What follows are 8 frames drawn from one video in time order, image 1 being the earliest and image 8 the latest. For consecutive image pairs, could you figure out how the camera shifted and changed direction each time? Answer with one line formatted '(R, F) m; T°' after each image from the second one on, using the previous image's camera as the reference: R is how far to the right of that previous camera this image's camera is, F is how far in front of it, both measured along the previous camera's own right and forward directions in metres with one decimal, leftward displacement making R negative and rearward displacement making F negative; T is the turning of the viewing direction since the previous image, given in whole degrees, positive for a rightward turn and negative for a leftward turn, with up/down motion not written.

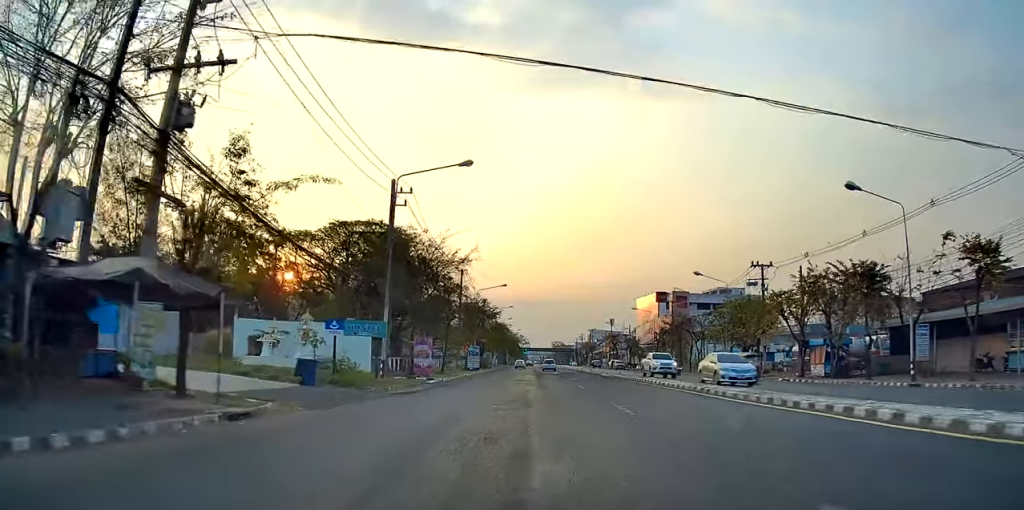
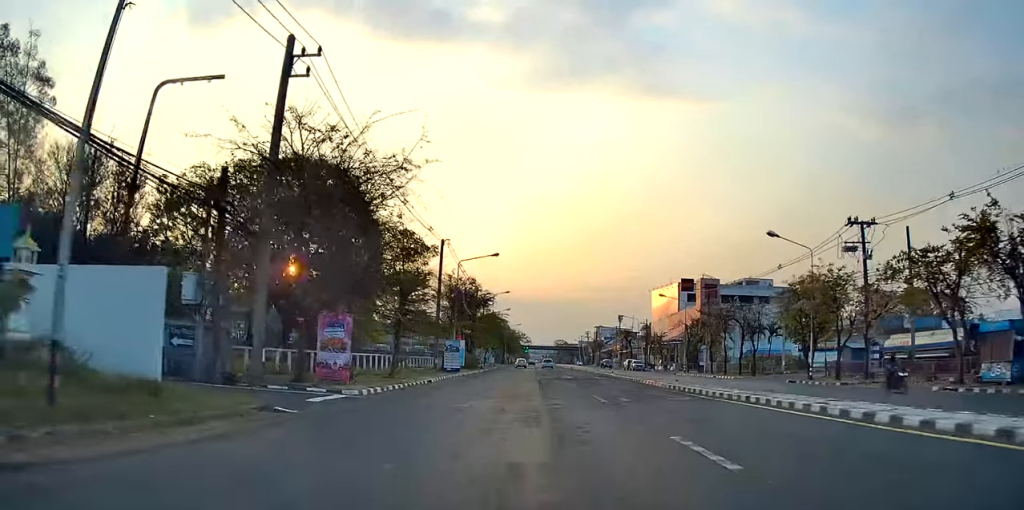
(-0.6, +19.5) m; -3°
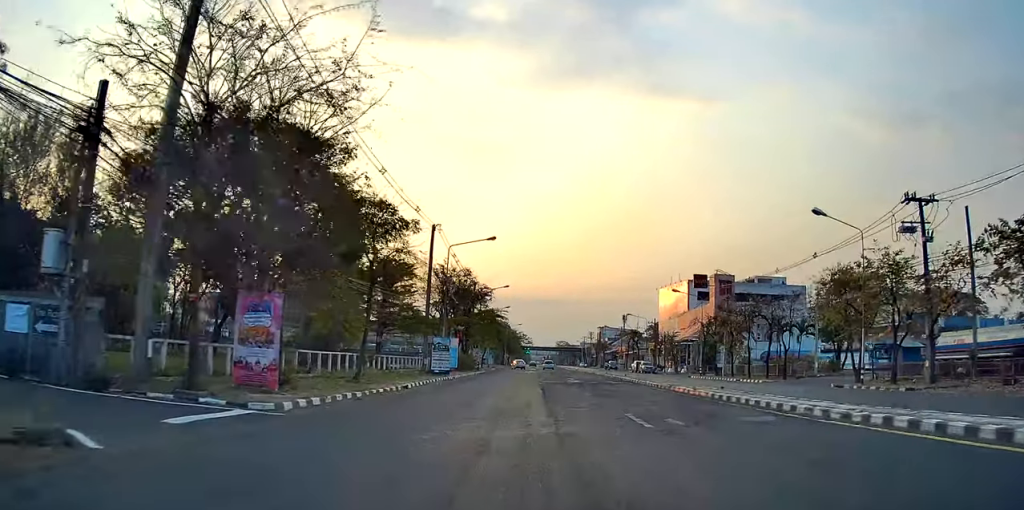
(-0.1, +7.2) m; 0°
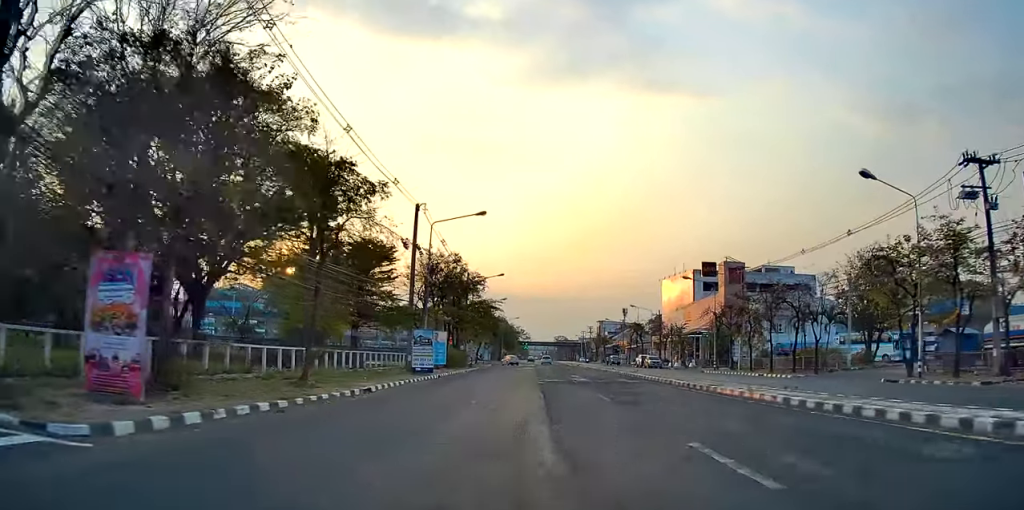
(0.0, +6.4) m; +1°
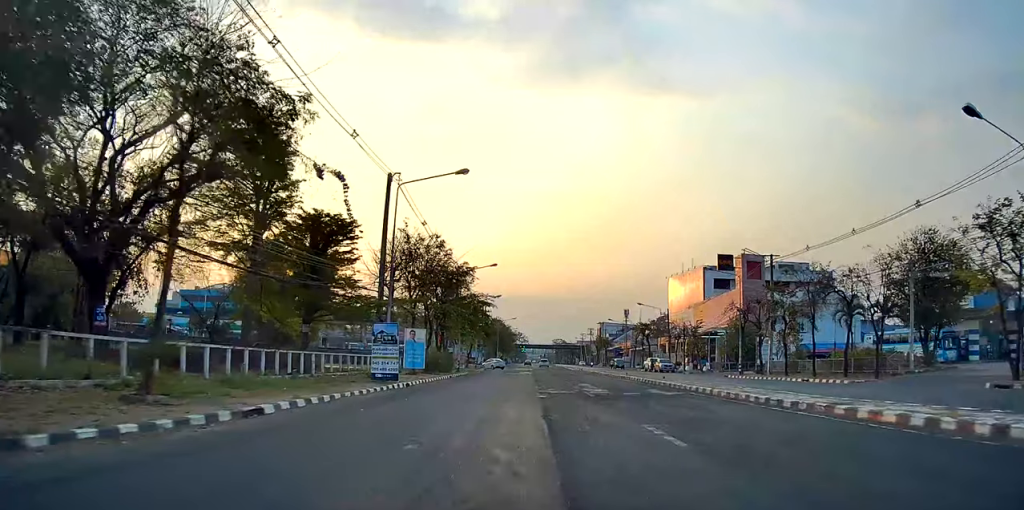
(+0.1, +9.1) m; +1°
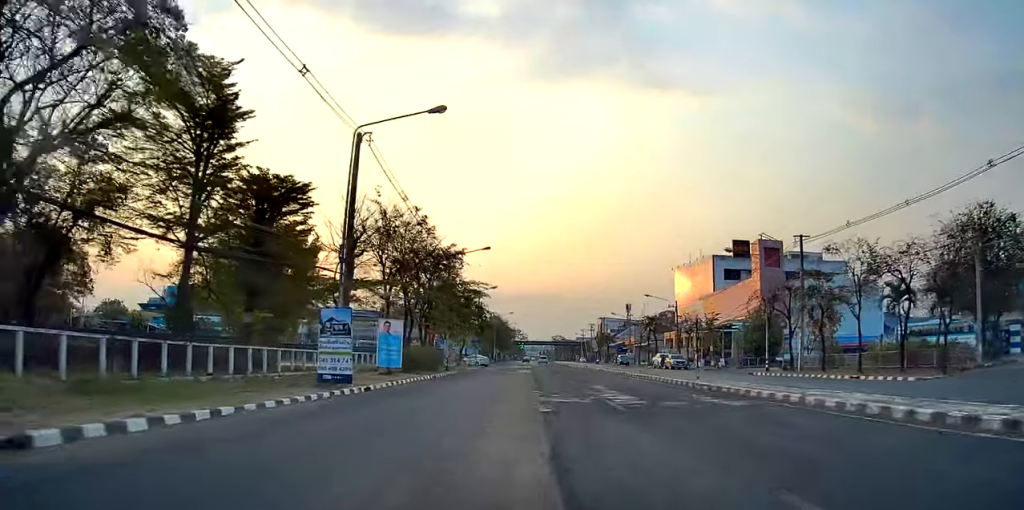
(+0.1, +6.9) m; 0°
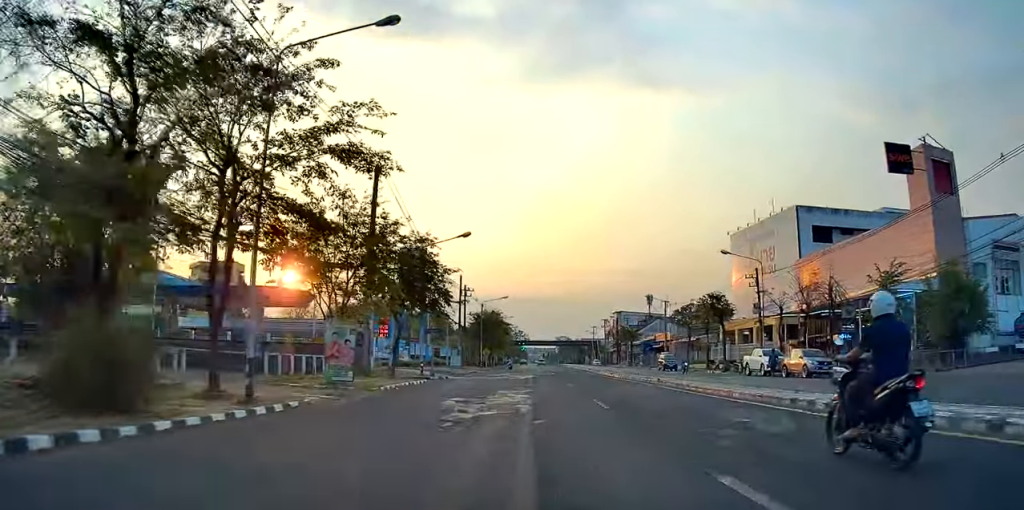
(-0.6, +34.9) m; -2°
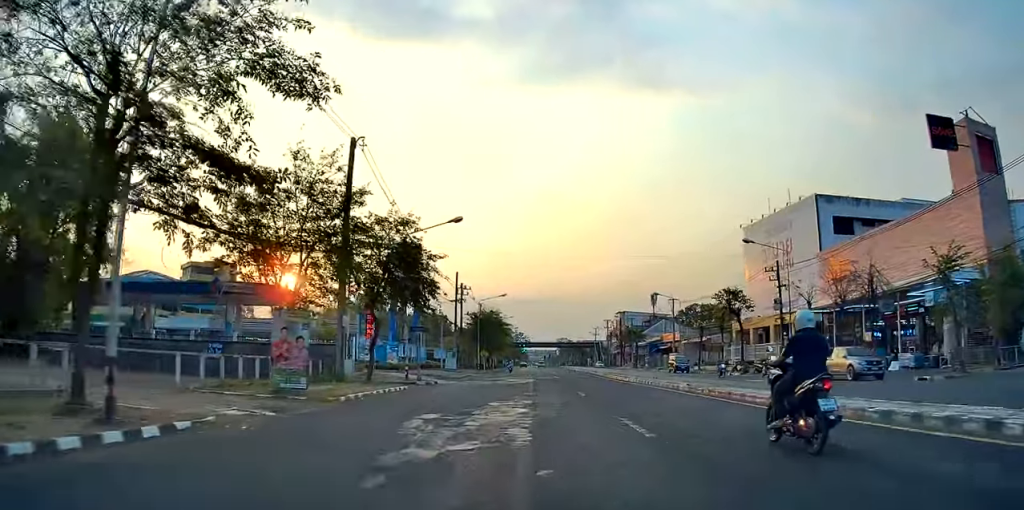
(-0.1, +5.7) m; -1°
